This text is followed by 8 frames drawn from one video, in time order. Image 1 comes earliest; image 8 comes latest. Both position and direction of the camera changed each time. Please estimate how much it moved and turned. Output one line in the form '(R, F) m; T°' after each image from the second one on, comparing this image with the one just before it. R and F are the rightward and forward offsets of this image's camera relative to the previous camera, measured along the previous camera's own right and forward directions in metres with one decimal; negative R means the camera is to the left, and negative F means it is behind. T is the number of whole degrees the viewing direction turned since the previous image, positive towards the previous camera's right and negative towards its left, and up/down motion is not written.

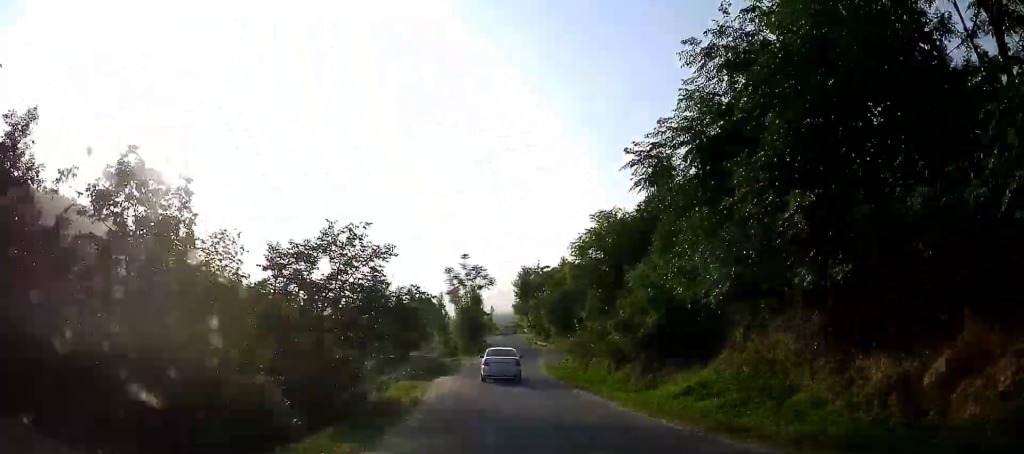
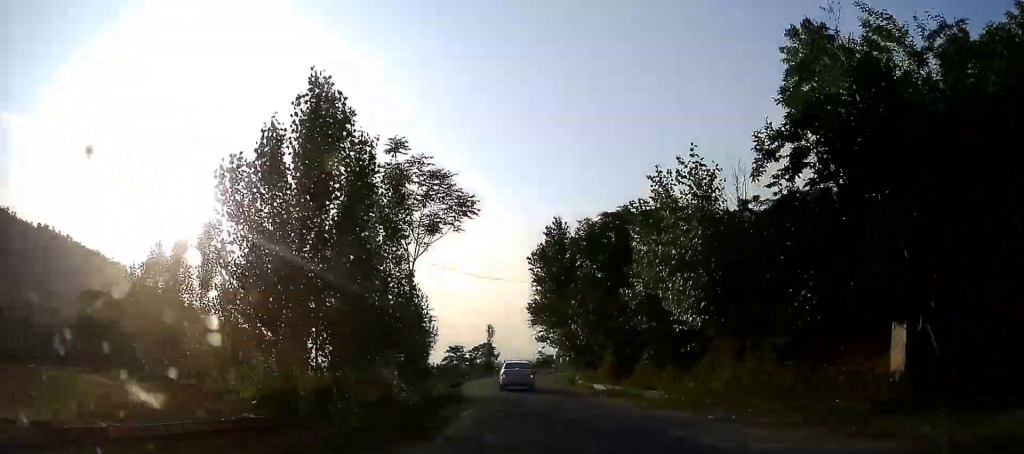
(+2.5, +48.9) m; -4°
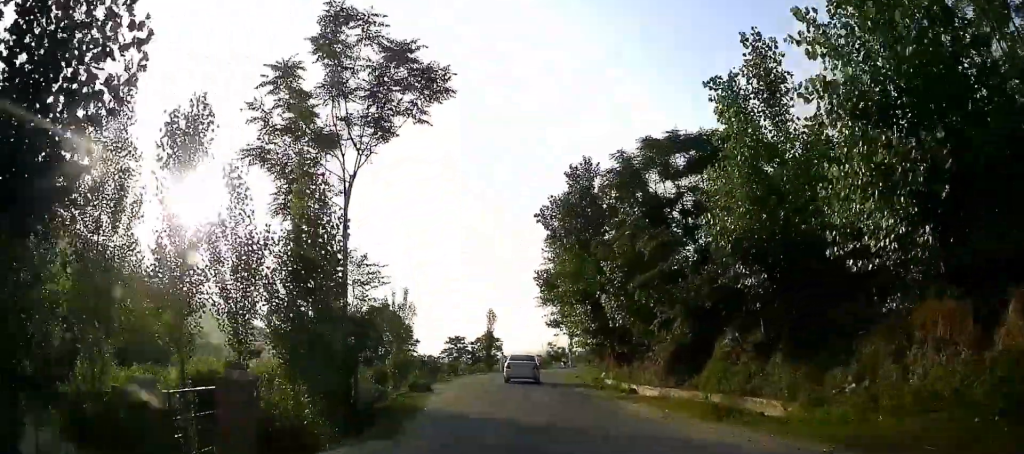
(-3.2, +11.9) m; -7°
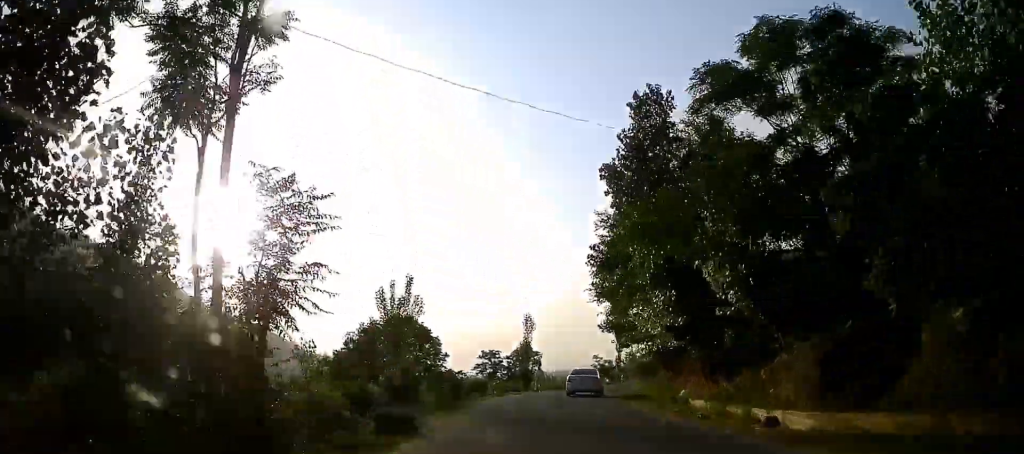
(-2.0, +10.3) m; -5°
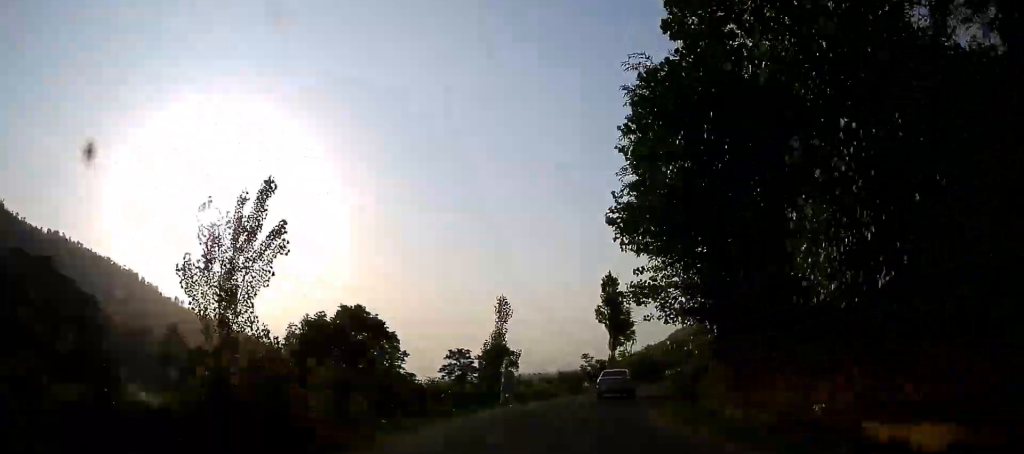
(+1.4, +13.6) m; +7°
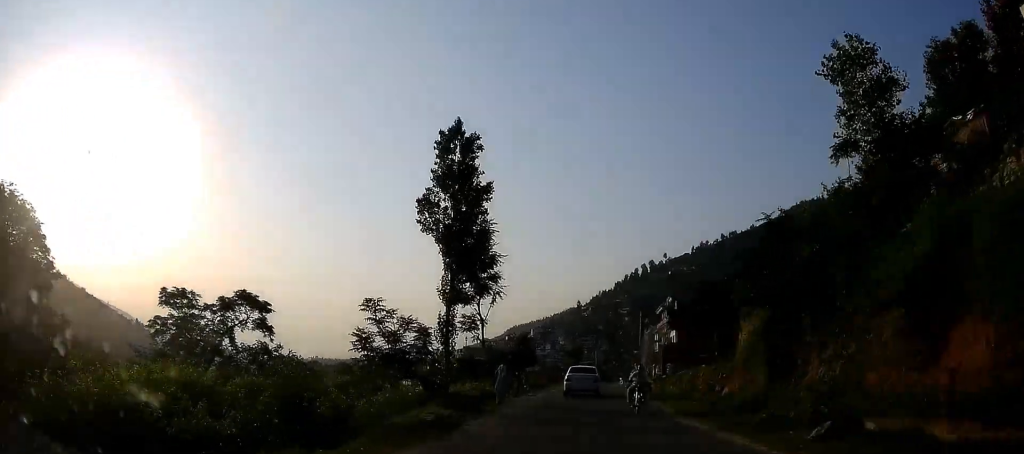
(+5.3, +36.0) m; +16°
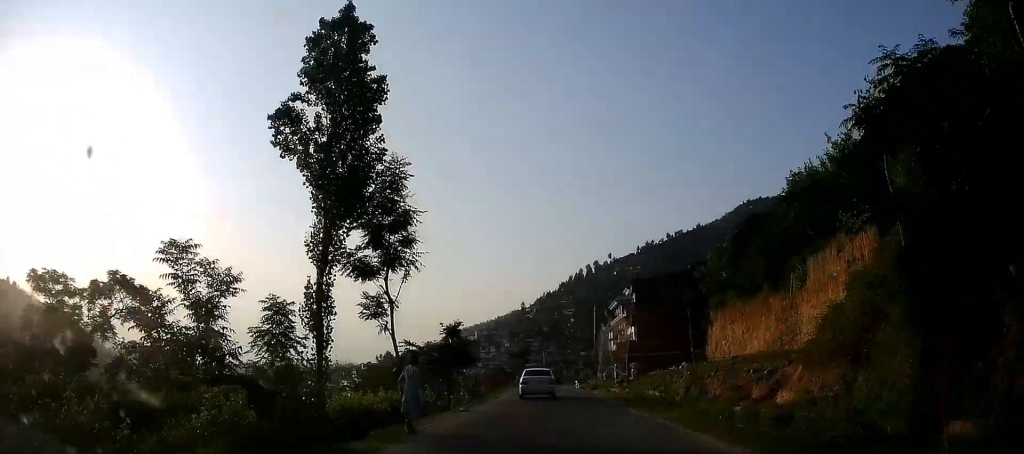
(+0.2, +9.3) m; +4°
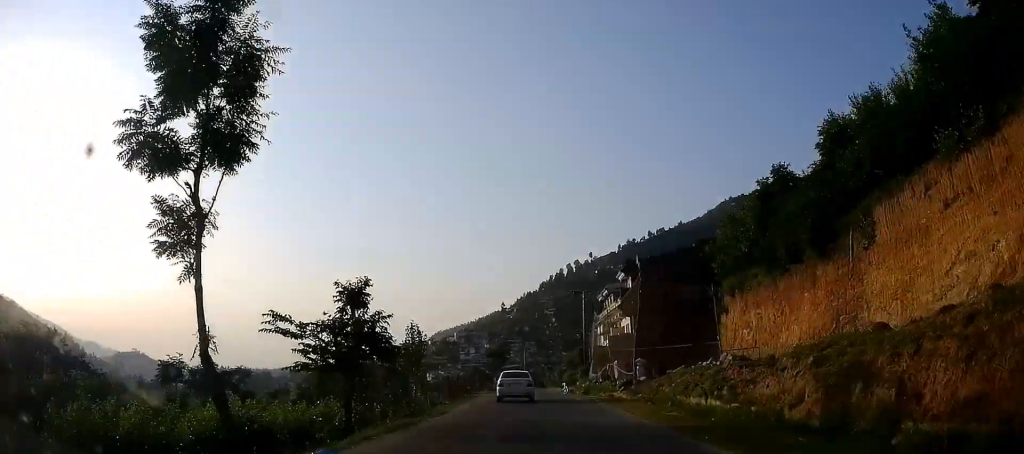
(+0.5, +11.5) m; +3°
